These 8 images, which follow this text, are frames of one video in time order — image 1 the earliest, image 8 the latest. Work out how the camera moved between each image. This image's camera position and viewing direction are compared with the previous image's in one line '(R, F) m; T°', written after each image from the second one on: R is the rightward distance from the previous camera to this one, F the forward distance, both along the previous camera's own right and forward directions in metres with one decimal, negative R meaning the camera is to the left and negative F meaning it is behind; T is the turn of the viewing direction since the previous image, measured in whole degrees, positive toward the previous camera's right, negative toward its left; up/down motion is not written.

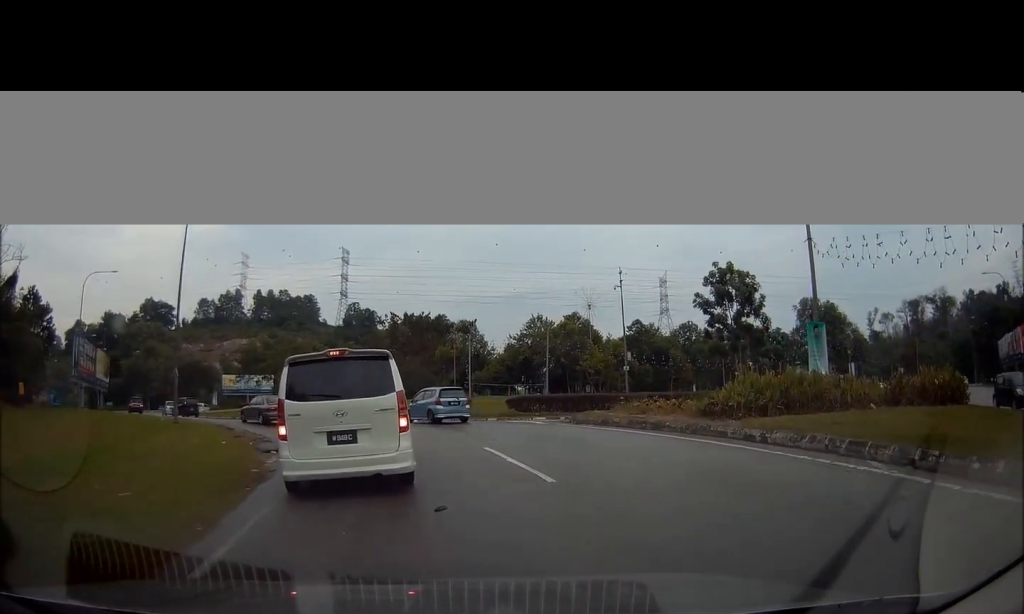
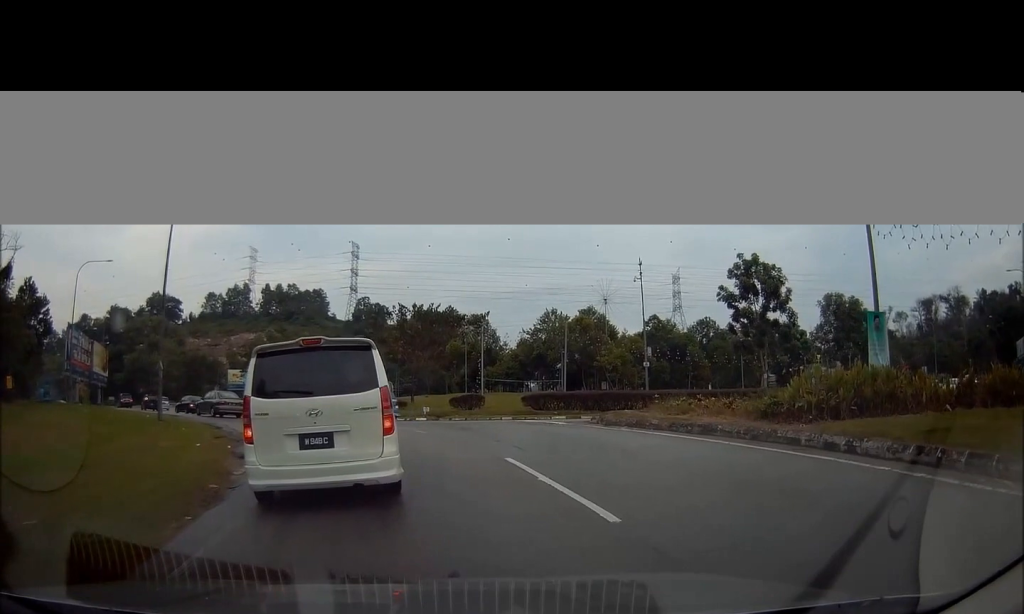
(-0.1, +2.8) m; -1°
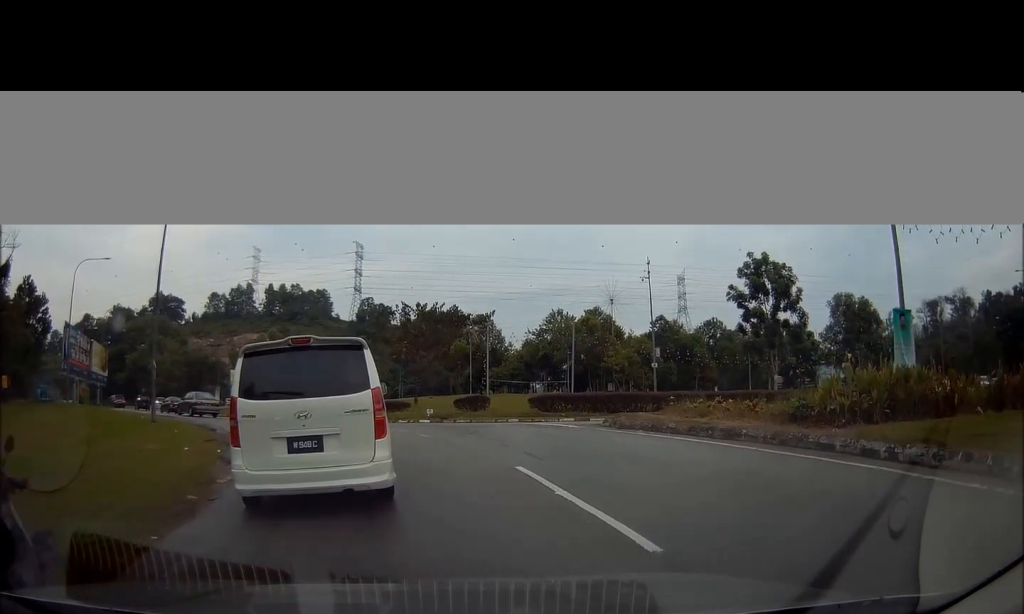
(0.0, +1.1) m; +1°
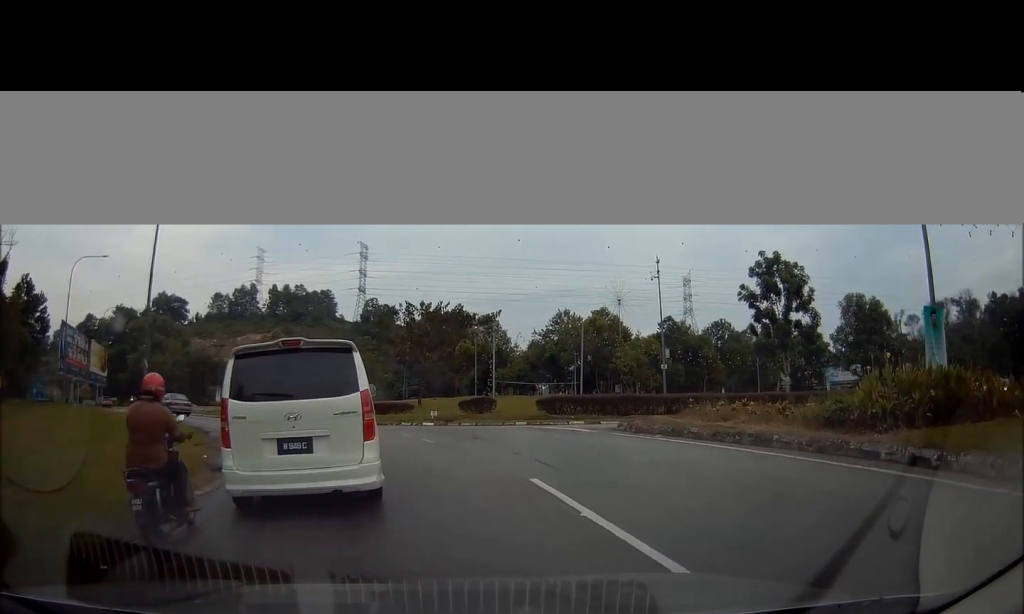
(0.0, +1.2) m; 0°
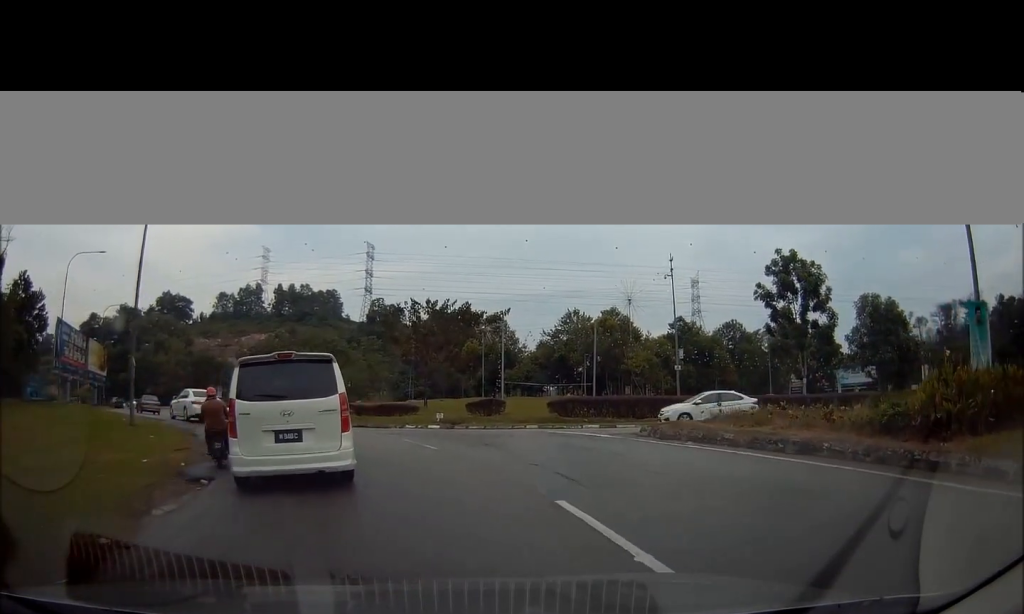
(-0.1, +1.5) m; 0°
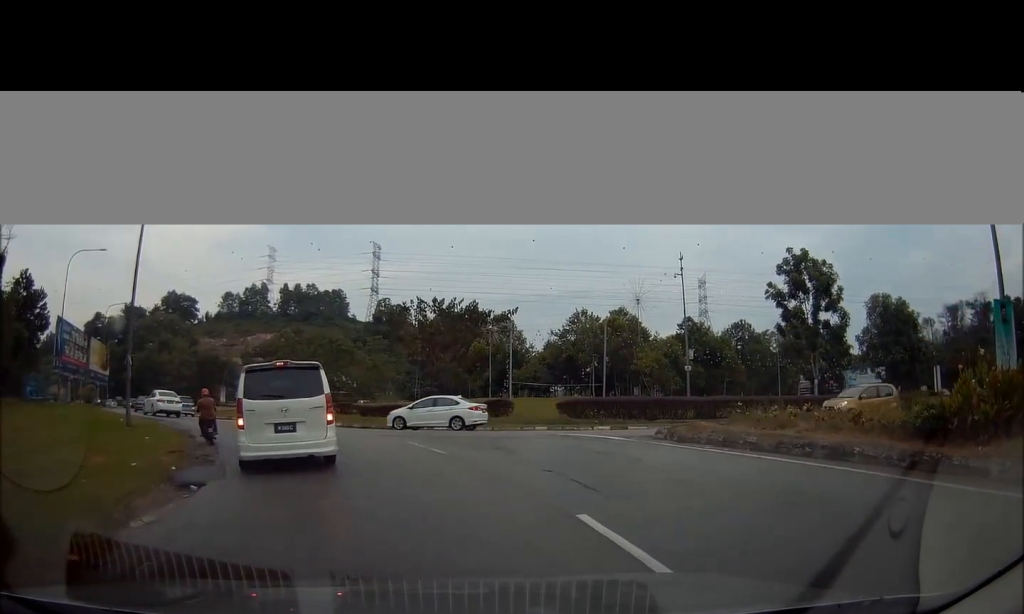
(0.0, +0.9) m; 0°
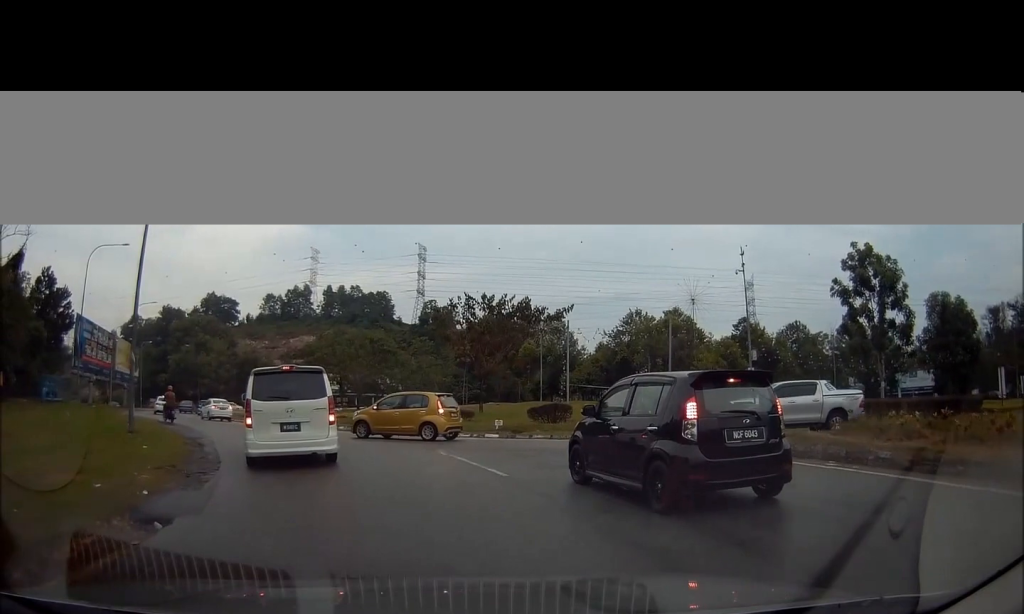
(-0.2, +2.9) m; -11°
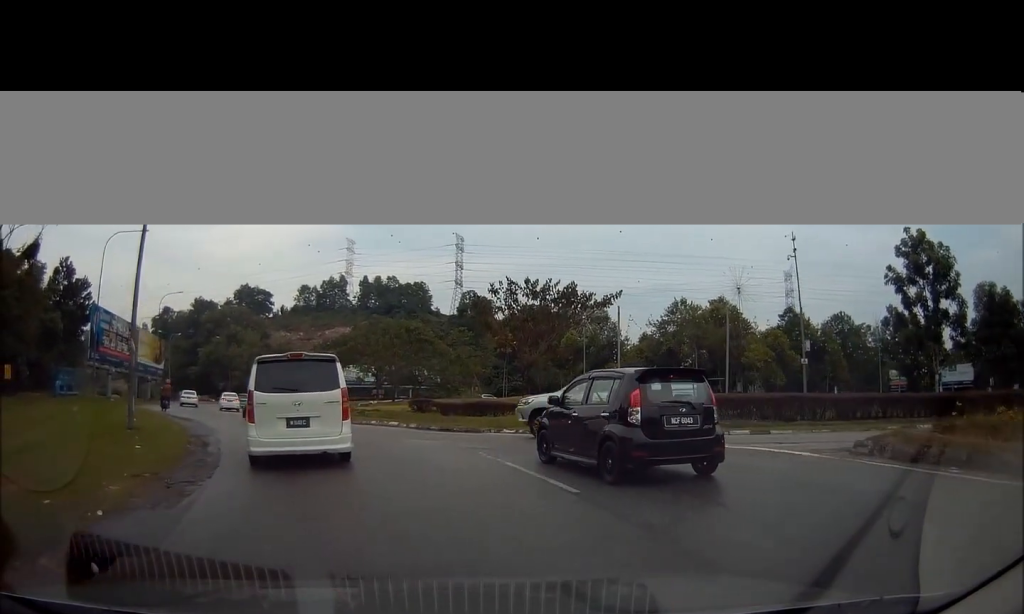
(-0.1, +2.0) m; -3°
